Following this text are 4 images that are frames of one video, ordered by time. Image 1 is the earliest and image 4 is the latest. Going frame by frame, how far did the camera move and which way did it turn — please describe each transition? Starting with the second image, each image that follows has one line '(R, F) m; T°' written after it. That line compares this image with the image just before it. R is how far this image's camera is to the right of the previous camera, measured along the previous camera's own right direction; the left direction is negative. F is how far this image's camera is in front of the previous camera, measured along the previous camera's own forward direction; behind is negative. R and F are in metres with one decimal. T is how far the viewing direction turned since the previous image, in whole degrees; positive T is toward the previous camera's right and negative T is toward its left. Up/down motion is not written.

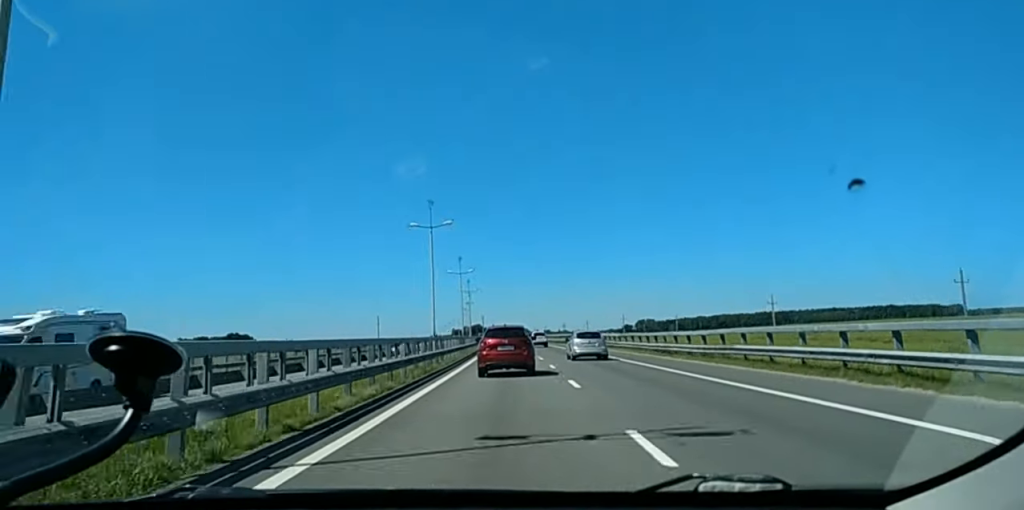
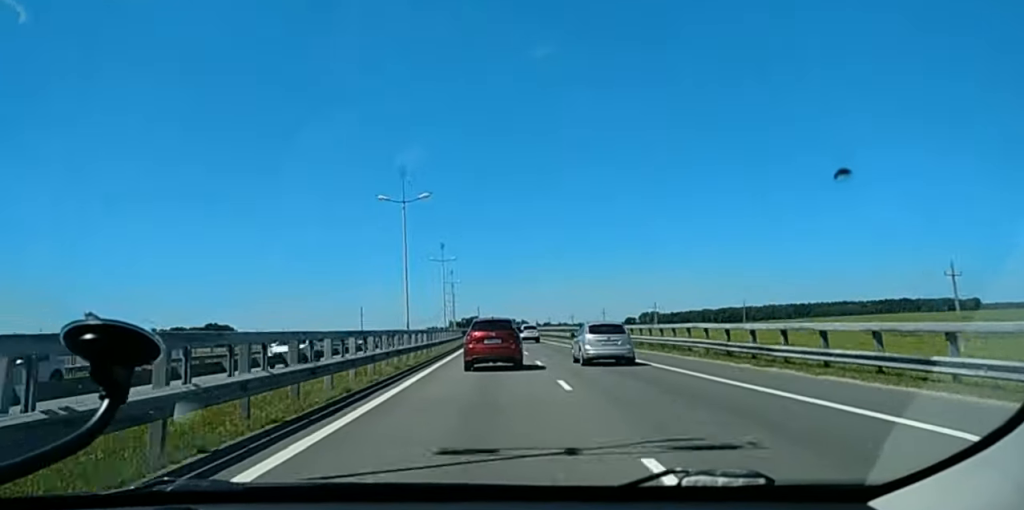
(-0.9, +57.4) m; -2°
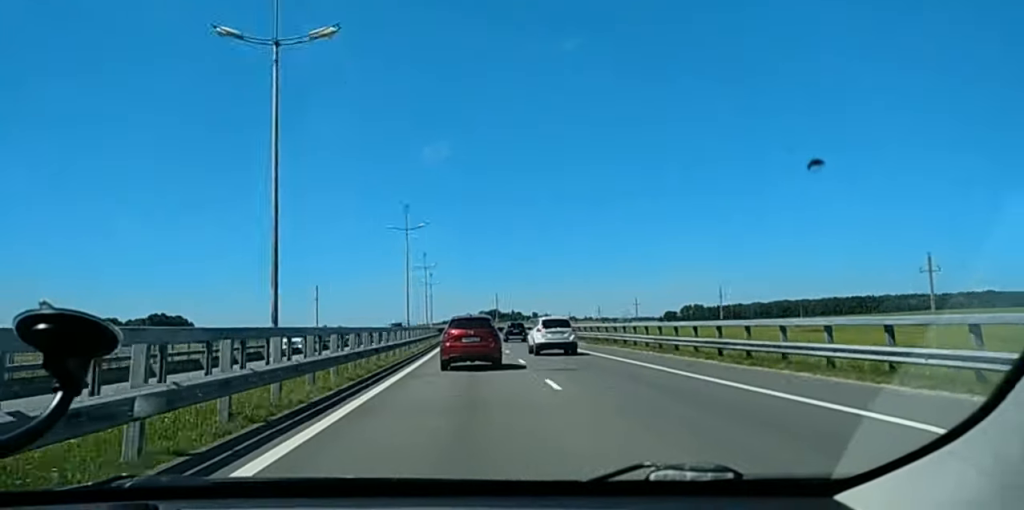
(-1.6, +122.0) m; -1°
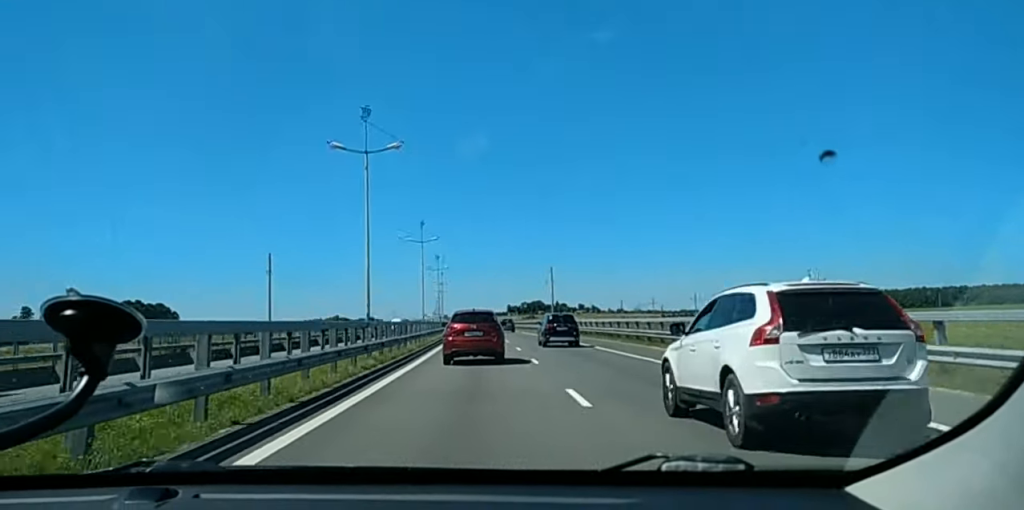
(-3.6, +121.5) m; -4°
